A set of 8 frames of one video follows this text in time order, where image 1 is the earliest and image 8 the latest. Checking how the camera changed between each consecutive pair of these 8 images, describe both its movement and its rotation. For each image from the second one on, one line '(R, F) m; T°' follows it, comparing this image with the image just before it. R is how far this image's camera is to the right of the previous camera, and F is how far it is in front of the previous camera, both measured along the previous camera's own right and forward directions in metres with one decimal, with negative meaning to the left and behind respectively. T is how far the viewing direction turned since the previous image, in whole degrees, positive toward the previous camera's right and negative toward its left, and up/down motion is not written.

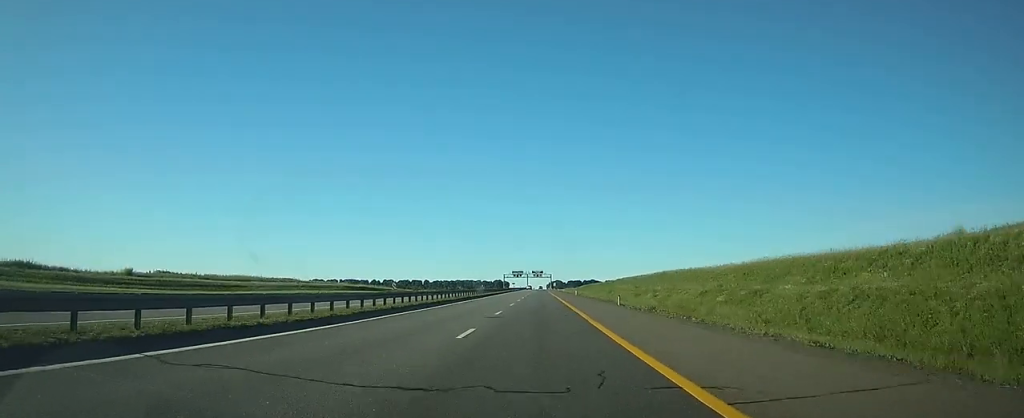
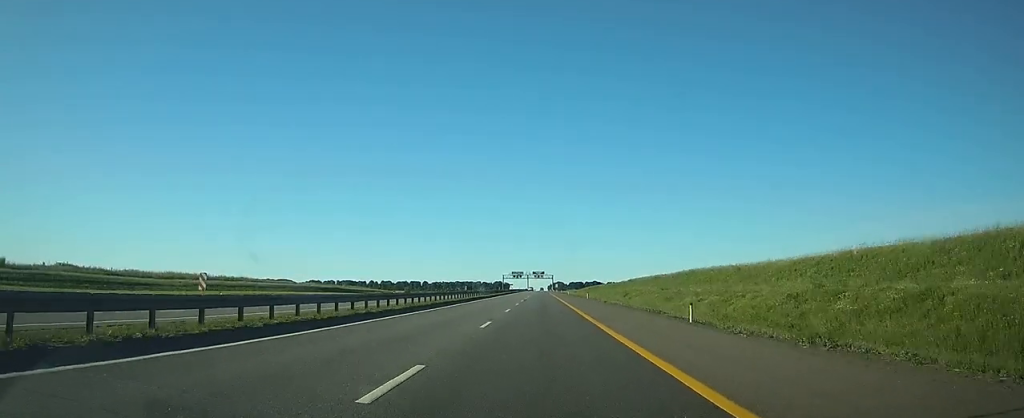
(-0.1, +19.7) m; 0°
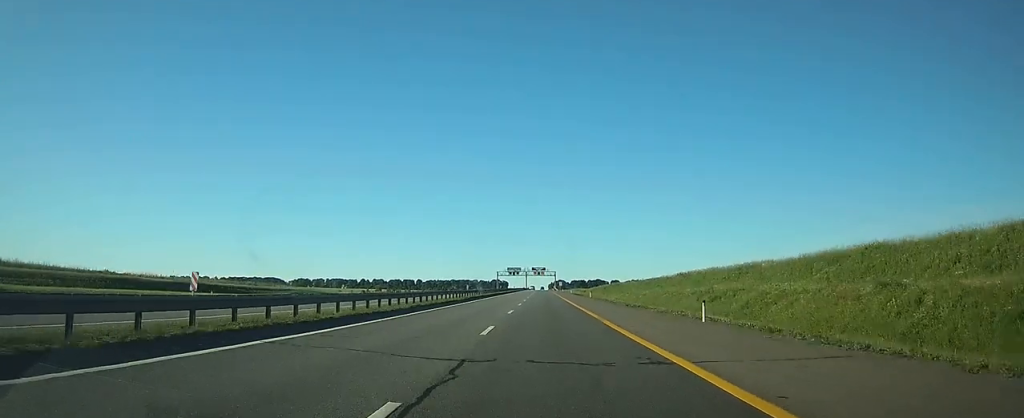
(-0.1, +50.7) m; 0°
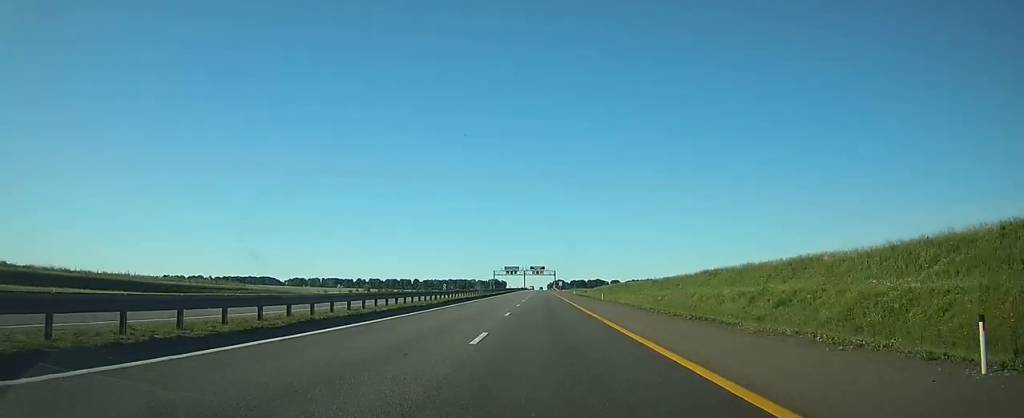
(0.0, +14.5) m; 0°
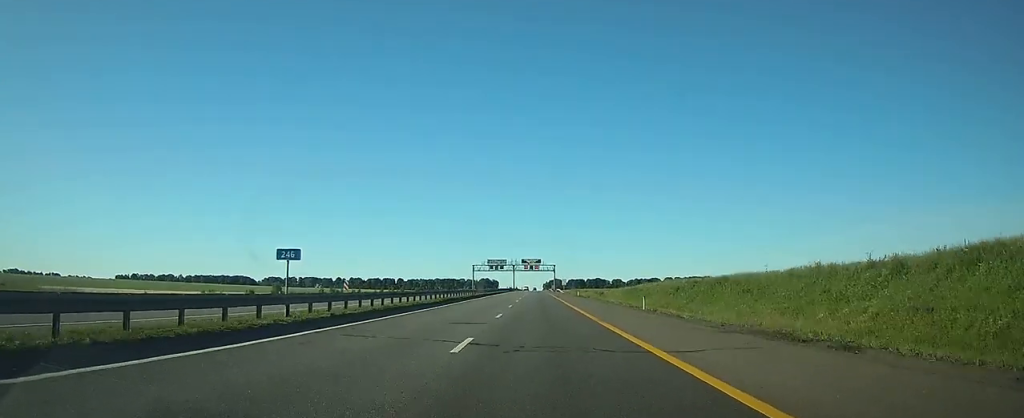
(+0.2, +73.0) m; 0°
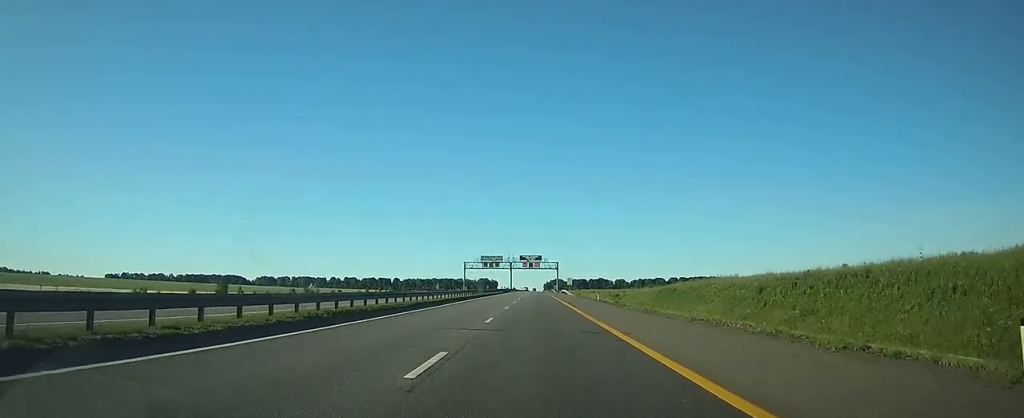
(0.0, +26.8) m; 0°
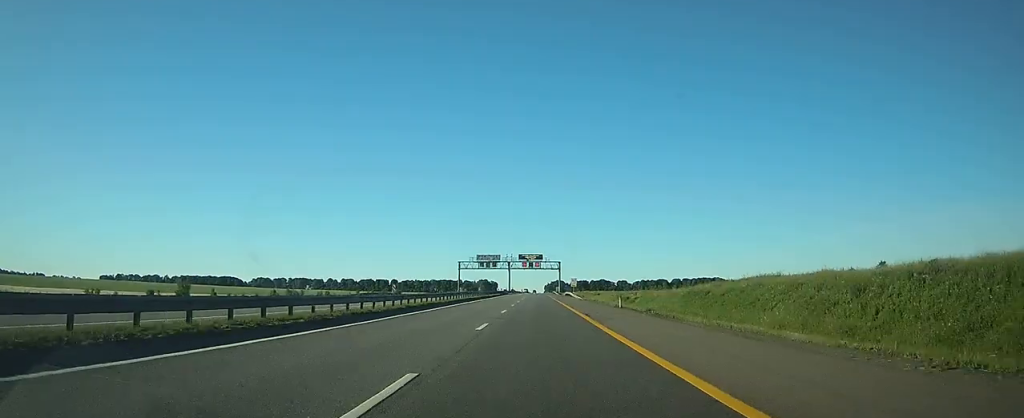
(0.0, +14.4) m; 0°
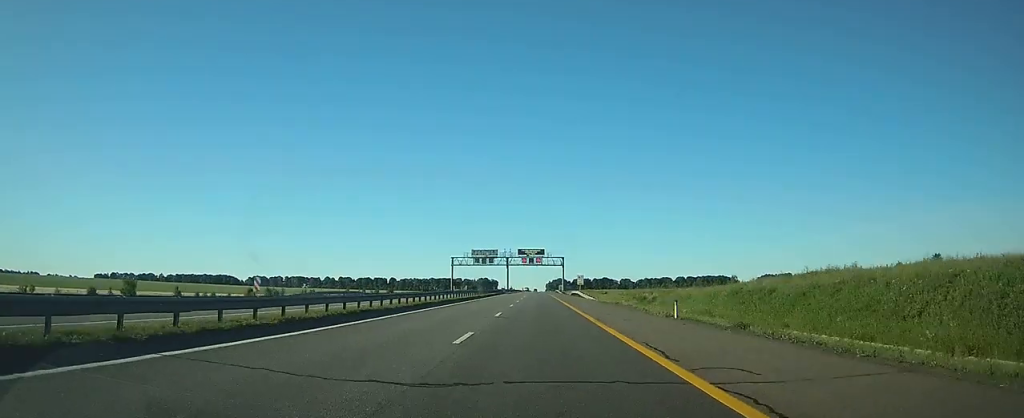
(0.0, +16.5) m; 0°
